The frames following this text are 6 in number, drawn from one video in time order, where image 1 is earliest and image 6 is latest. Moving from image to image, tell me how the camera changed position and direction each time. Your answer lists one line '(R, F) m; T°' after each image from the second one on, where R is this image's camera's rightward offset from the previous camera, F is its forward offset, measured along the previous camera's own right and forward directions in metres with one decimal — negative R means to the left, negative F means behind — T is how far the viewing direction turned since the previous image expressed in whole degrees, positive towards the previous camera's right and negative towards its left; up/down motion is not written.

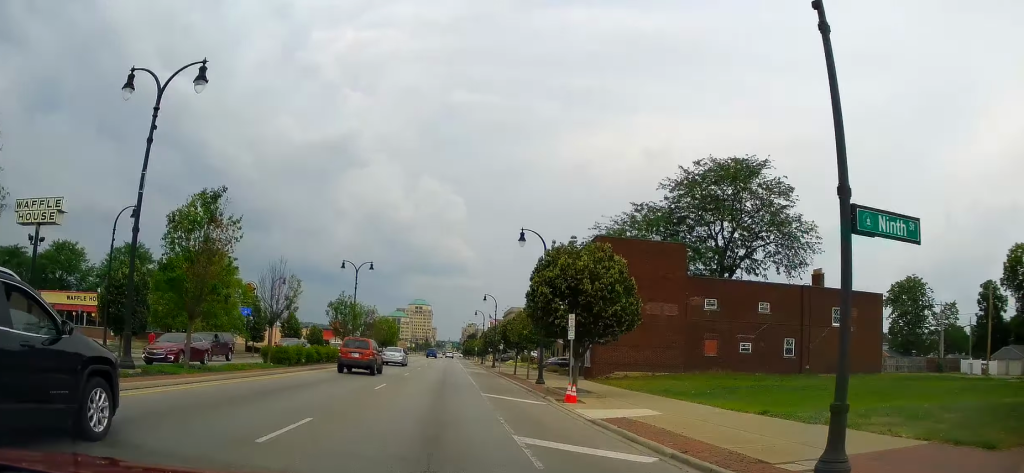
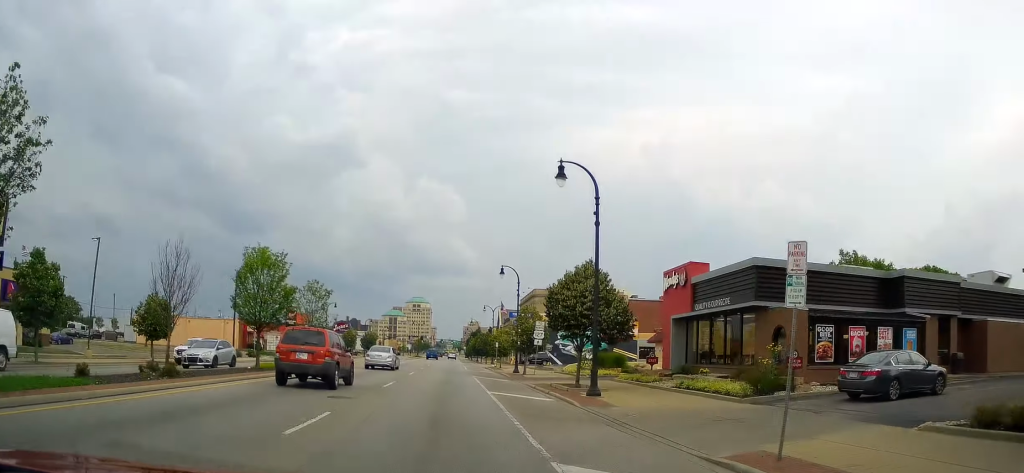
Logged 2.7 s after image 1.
(+0.1, +46.9) m; -1°
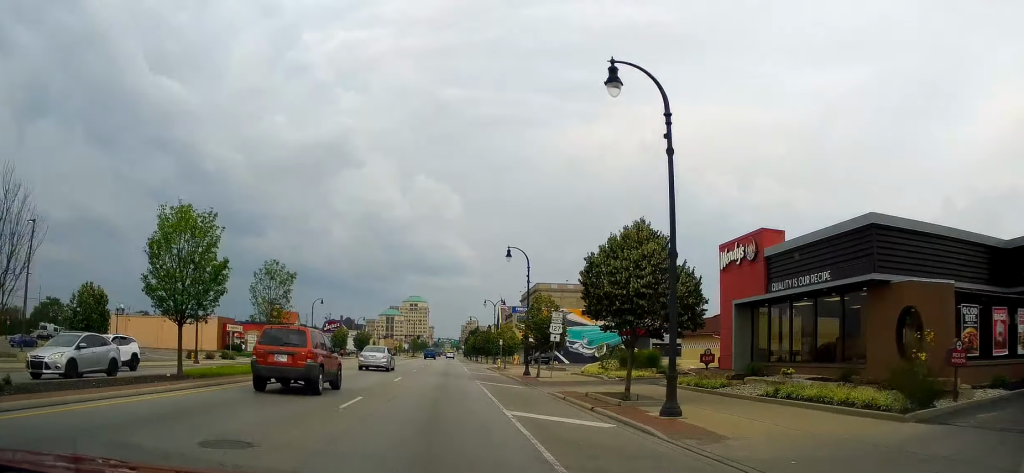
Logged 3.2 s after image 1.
(-0.1, +7.7) m; 0°
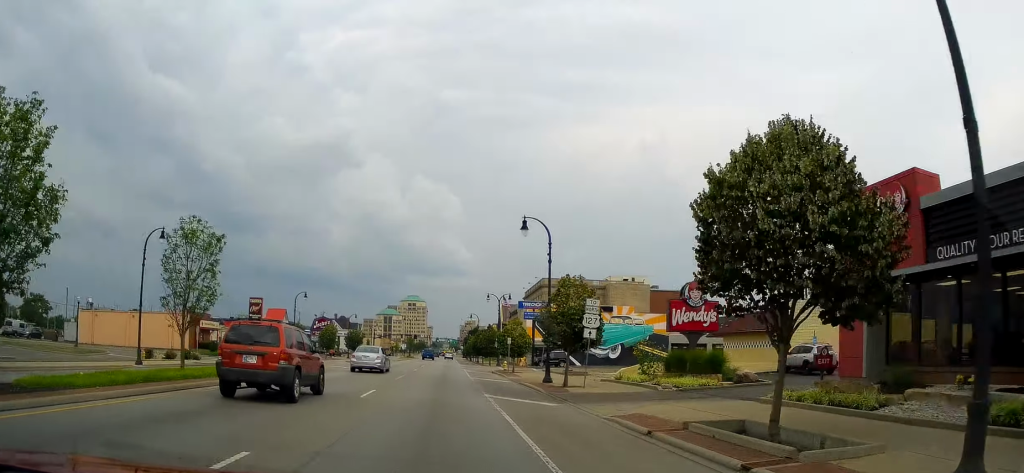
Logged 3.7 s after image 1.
(-0.3, +8.9) m; 0°
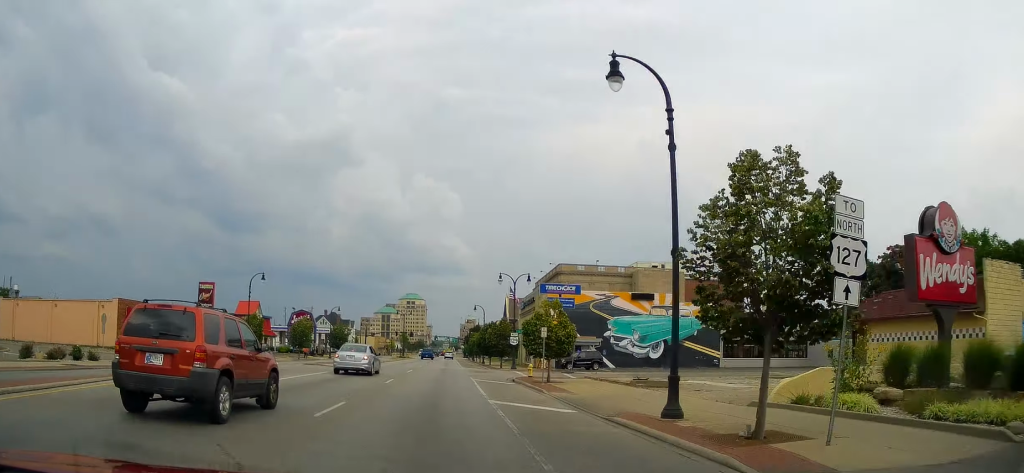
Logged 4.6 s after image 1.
(+0.4, +17.4) m; 0°
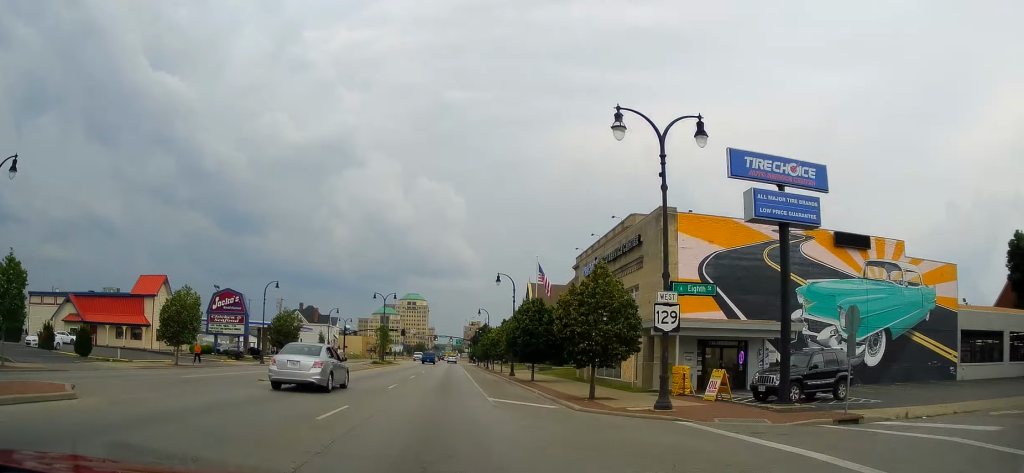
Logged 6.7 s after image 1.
(-0.3, +37.7) m; +2°
